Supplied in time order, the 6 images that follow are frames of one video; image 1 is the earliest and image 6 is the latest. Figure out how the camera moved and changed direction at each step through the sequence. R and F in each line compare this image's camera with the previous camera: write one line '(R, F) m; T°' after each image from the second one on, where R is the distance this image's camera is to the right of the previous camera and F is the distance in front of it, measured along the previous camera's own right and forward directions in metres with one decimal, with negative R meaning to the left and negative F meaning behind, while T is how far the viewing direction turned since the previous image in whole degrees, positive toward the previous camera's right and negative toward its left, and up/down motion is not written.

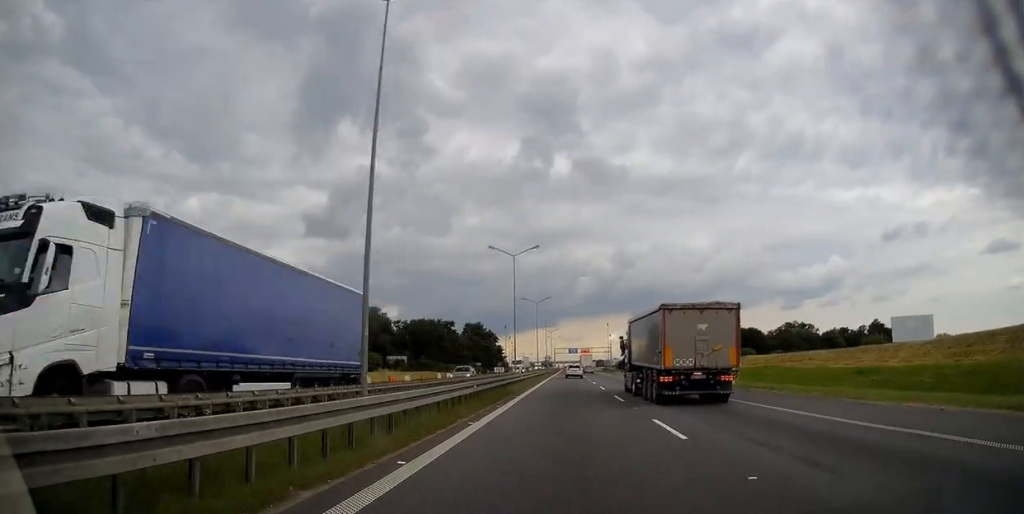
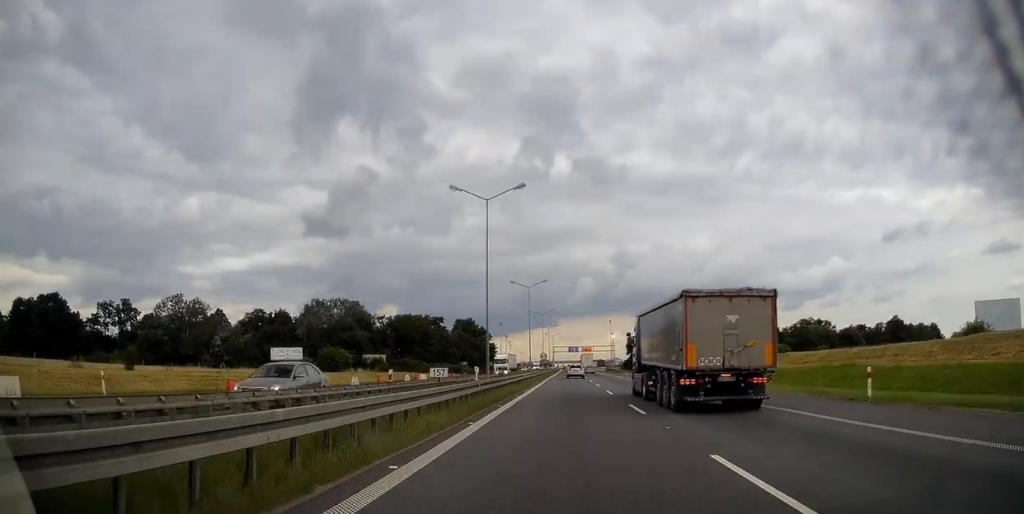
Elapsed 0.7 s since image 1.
(+0.1, +18.1) m; 0°
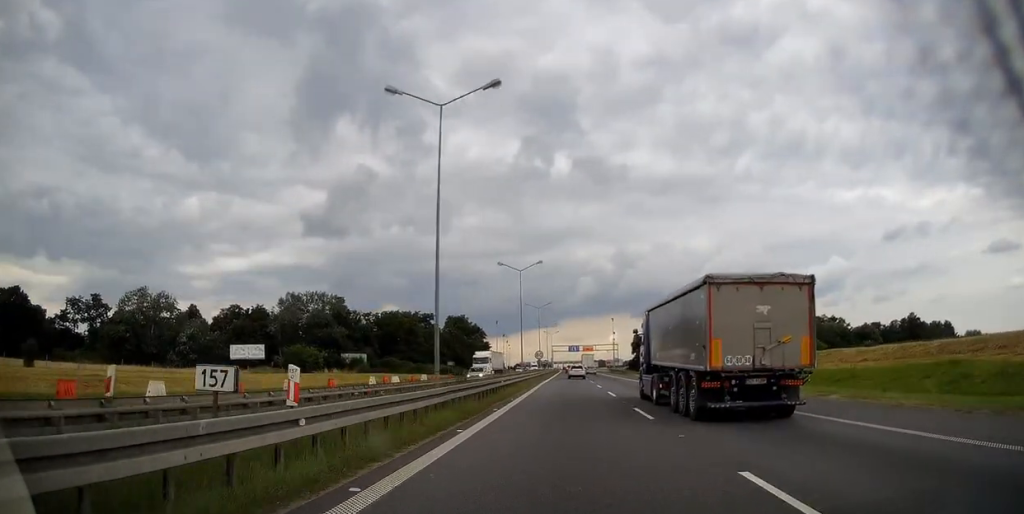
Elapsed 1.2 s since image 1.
(0.0, +13.4) m; 0°
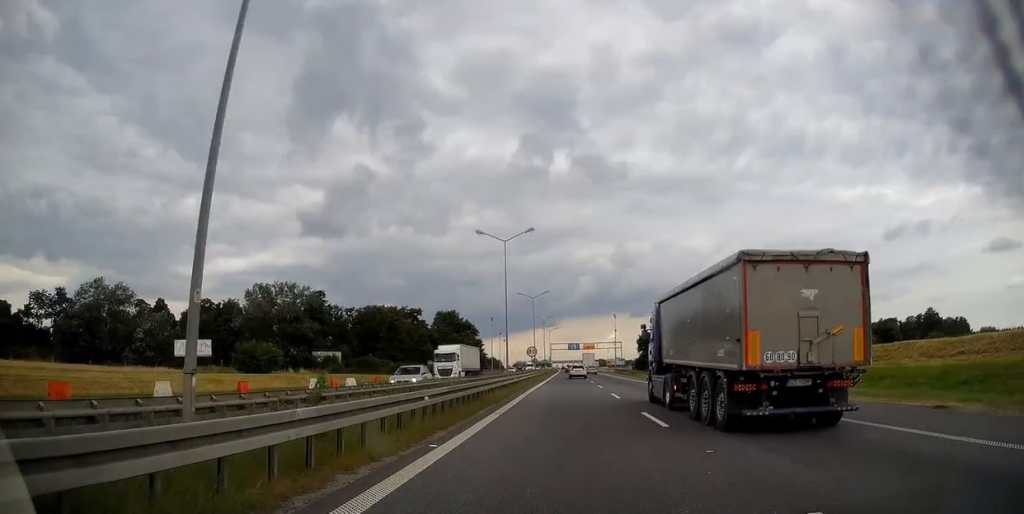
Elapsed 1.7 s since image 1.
(0.0, +14.2) m; 0°
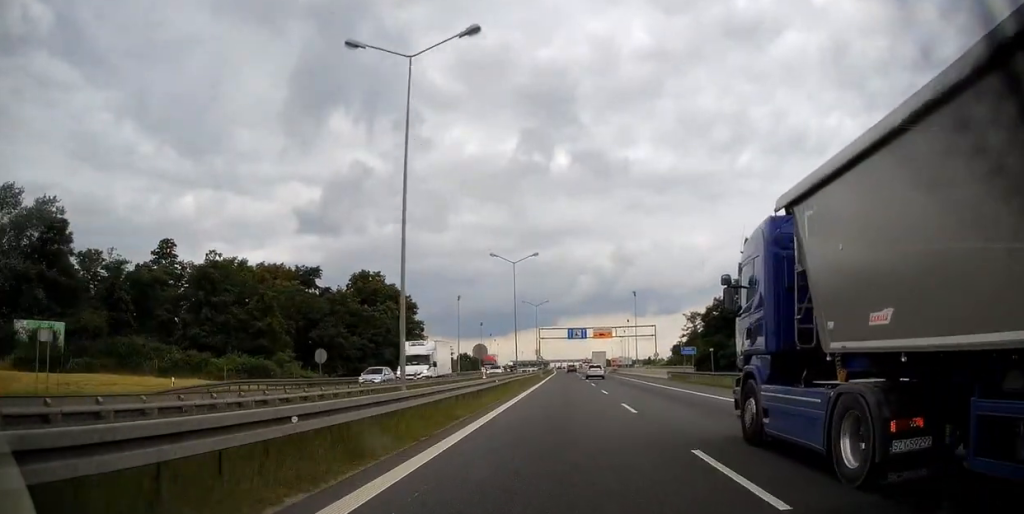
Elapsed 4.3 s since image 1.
(-0.2, +67.7) m; -1°
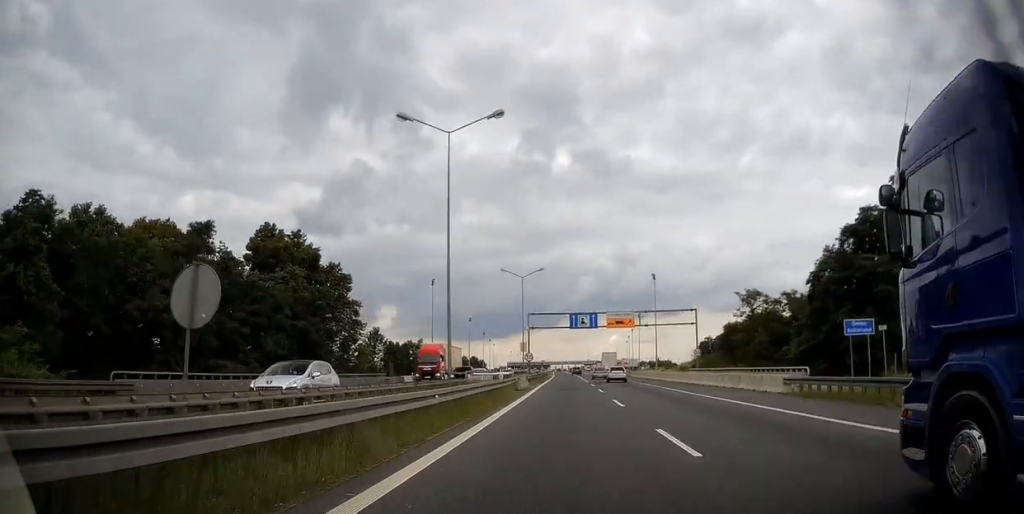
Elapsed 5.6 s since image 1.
(-0.2, +32.3) m; 0°
